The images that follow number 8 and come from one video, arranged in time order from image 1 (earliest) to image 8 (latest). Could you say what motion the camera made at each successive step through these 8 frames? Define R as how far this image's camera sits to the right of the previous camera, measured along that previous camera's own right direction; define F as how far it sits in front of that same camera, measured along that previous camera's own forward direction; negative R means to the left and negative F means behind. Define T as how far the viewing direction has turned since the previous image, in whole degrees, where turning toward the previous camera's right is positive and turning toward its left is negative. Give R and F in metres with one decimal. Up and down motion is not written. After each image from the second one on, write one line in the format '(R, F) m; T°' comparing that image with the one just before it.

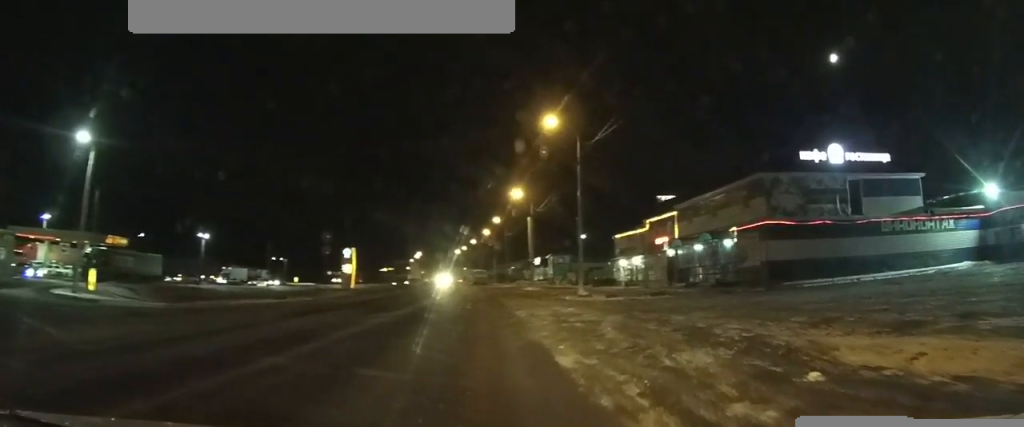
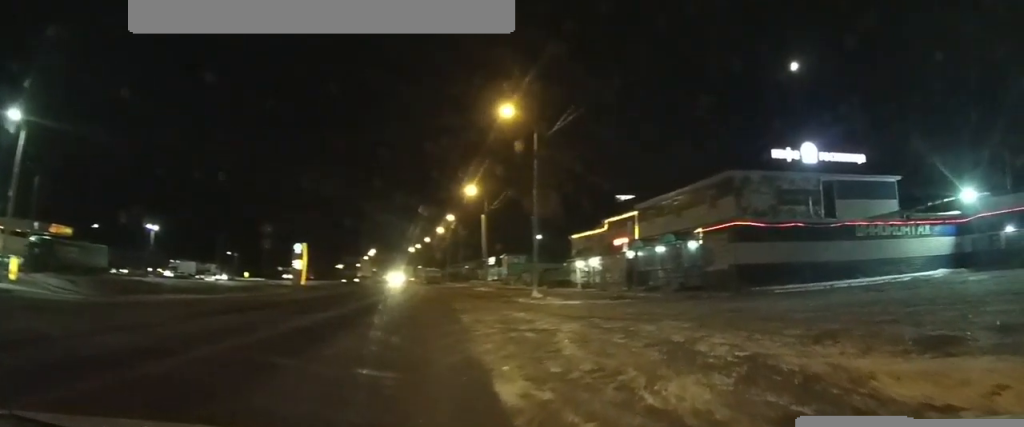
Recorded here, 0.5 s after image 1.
(+0.1, +2.1) m; +2°
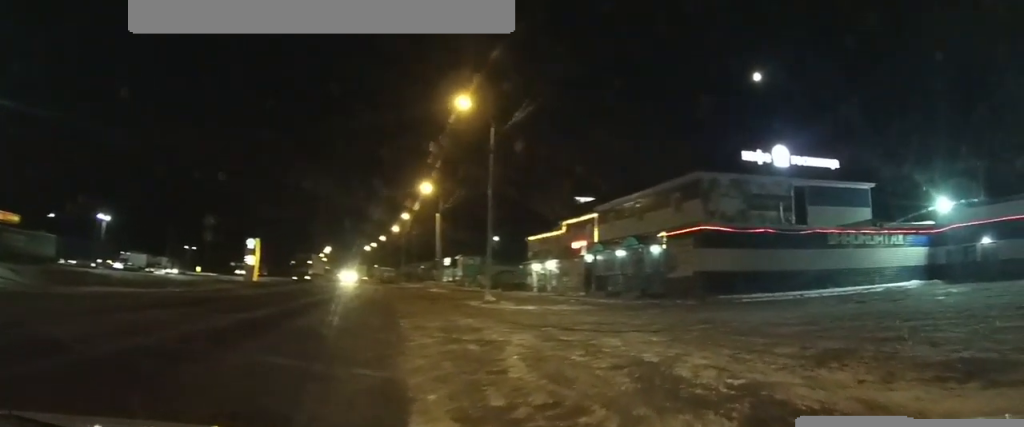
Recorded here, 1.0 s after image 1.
(0.0, +1.8) m; +2°
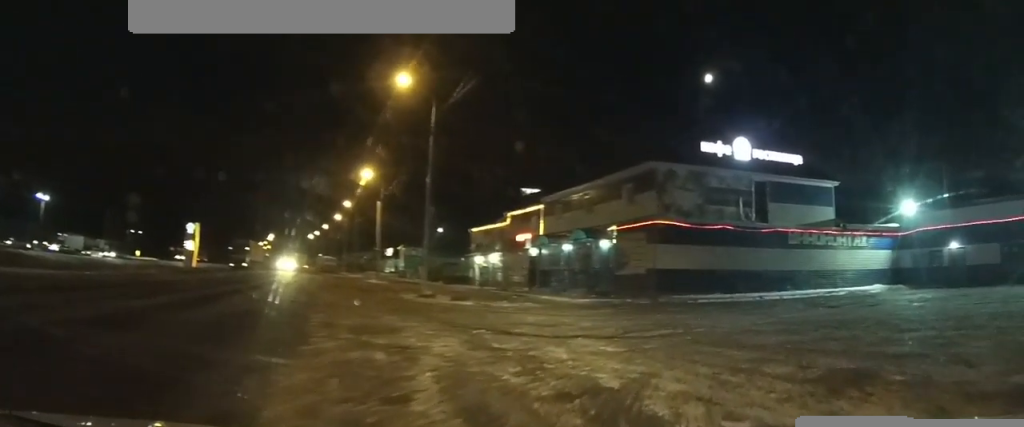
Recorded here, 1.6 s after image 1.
(0.0, +2.3) m; +4°
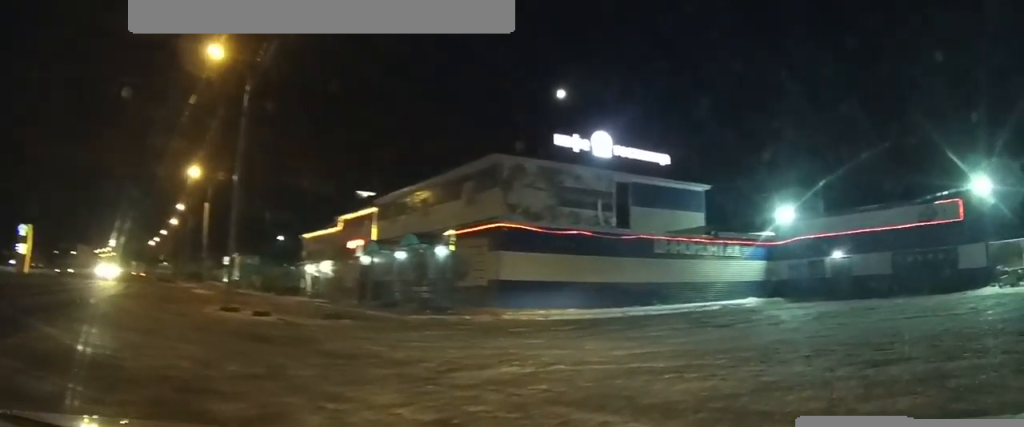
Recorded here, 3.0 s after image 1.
(+0.5, +4.2) m; +19°
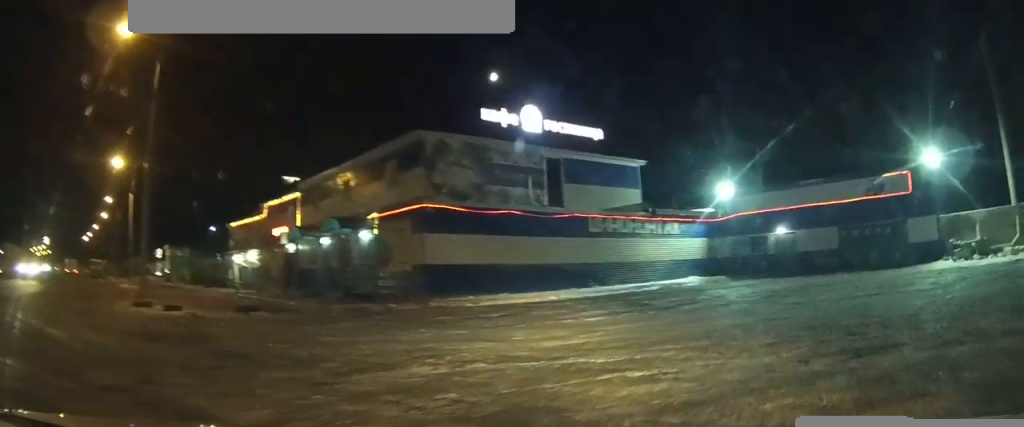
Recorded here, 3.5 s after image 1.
(+0.2, +1.3) m; +5°
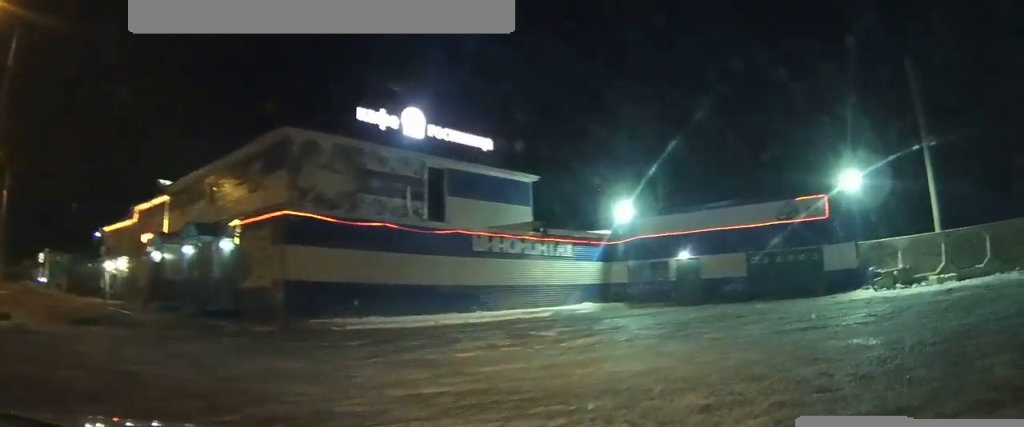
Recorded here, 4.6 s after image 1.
(+0.2, +2.5) m; +6°
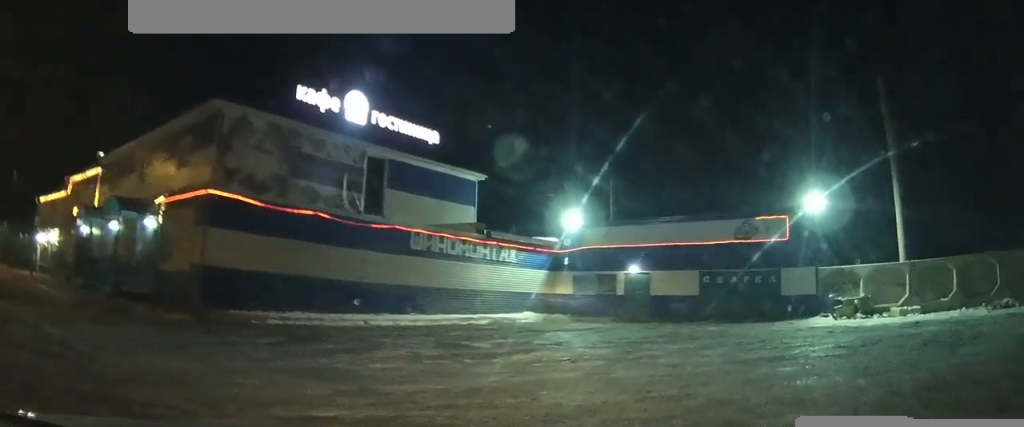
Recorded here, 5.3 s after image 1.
(0.0, +1.6) m; +4°
